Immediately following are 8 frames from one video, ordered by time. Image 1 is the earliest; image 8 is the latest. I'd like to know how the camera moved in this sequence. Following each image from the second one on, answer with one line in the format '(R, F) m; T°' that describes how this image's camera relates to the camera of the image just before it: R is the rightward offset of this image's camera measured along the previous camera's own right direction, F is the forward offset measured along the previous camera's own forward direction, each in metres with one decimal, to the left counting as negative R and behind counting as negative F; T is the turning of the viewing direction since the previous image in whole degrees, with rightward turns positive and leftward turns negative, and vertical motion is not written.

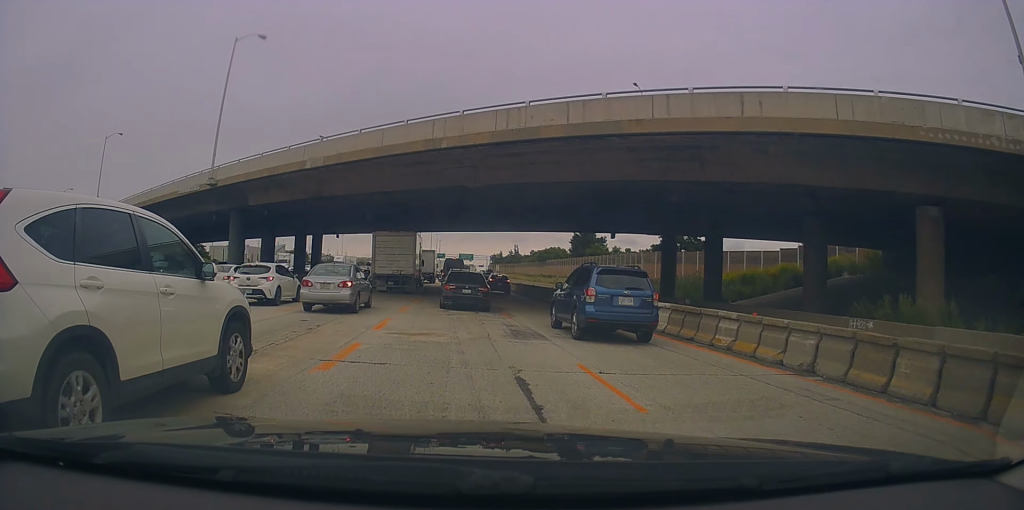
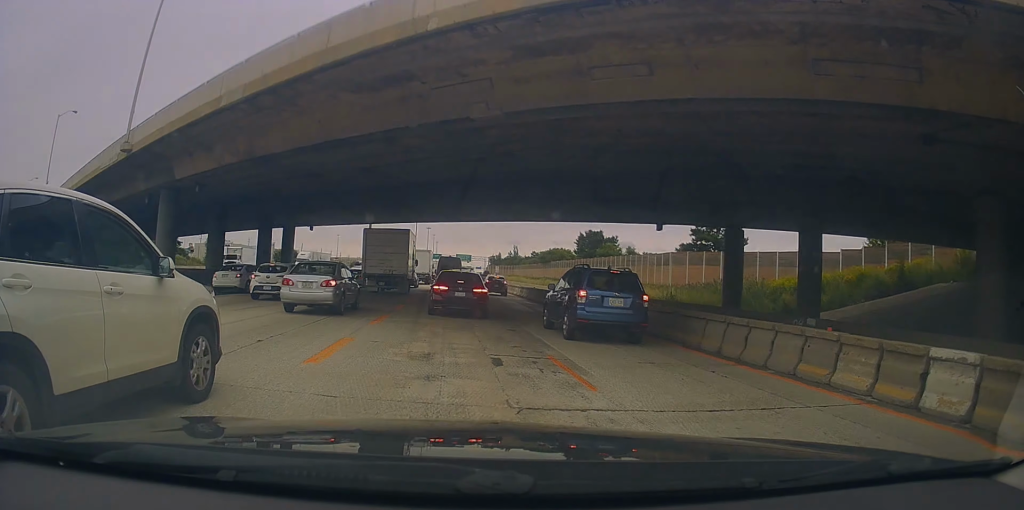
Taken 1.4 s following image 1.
(-0.2, +11.1) m; 0°
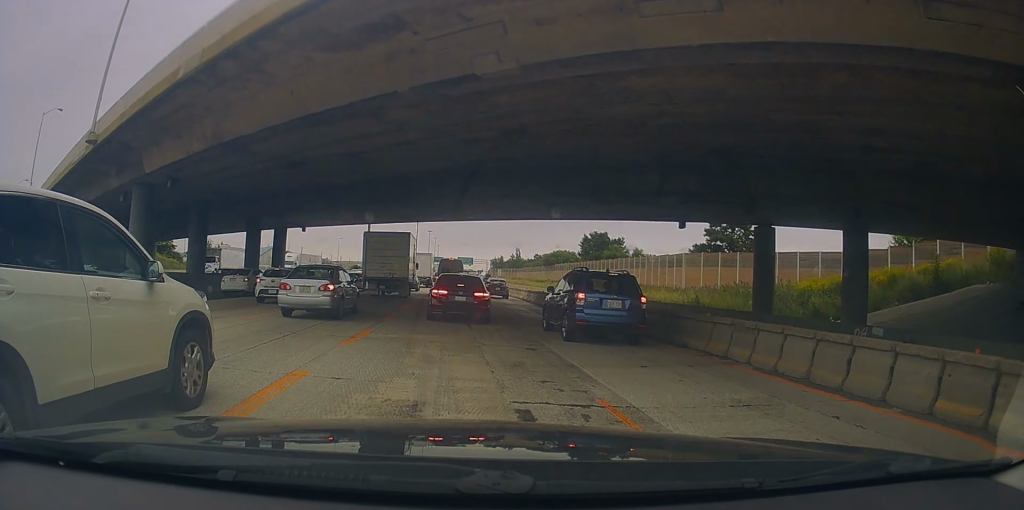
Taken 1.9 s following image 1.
(+0.1, +3.3) m; 0°
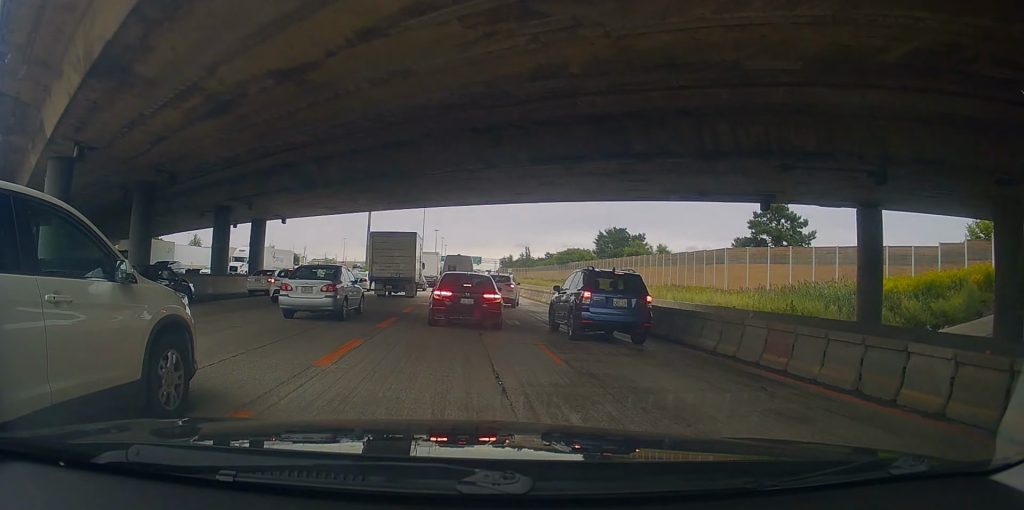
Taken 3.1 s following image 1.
(0.0, +8.0) m; -2°
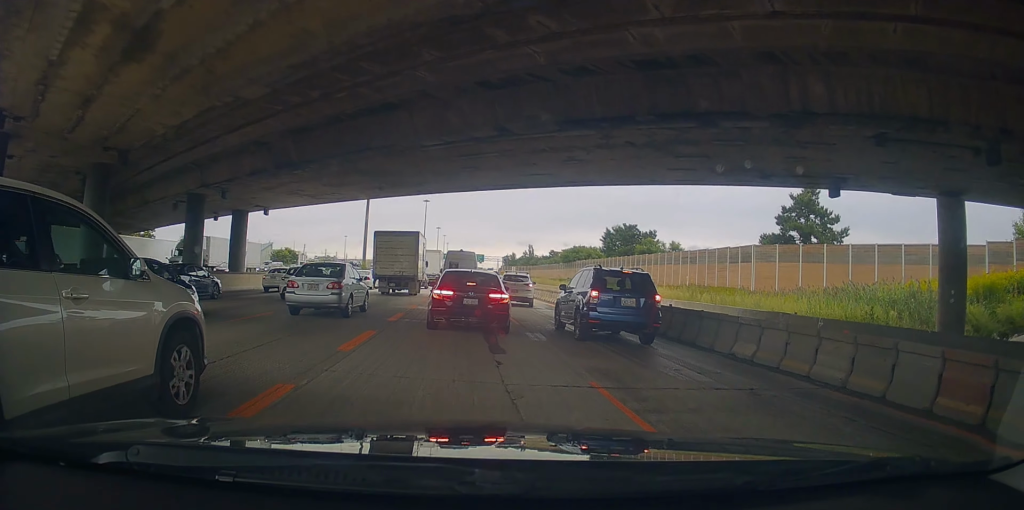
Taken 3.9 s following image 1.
(-0.1, +4.7) m; 0°
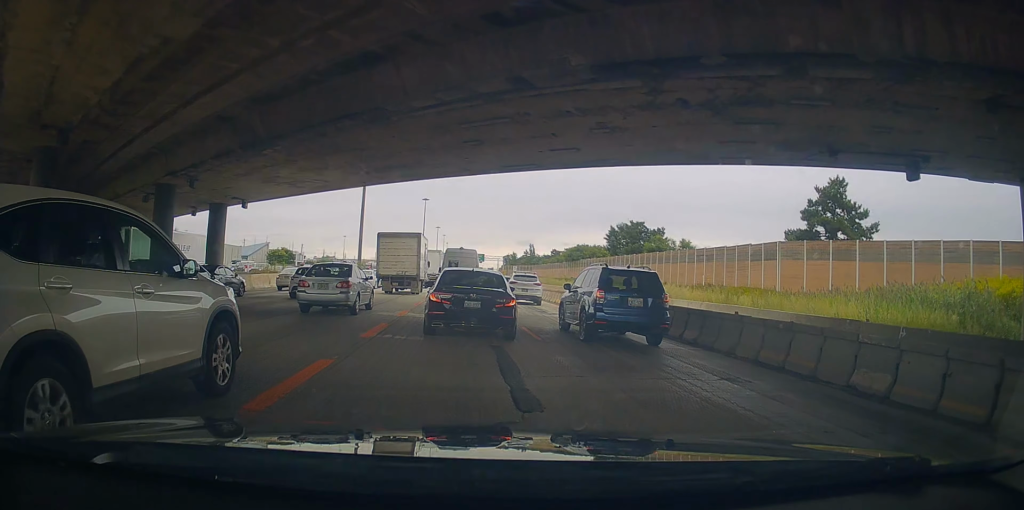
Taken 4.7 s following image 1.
(0.0, +4.1) m; +2°
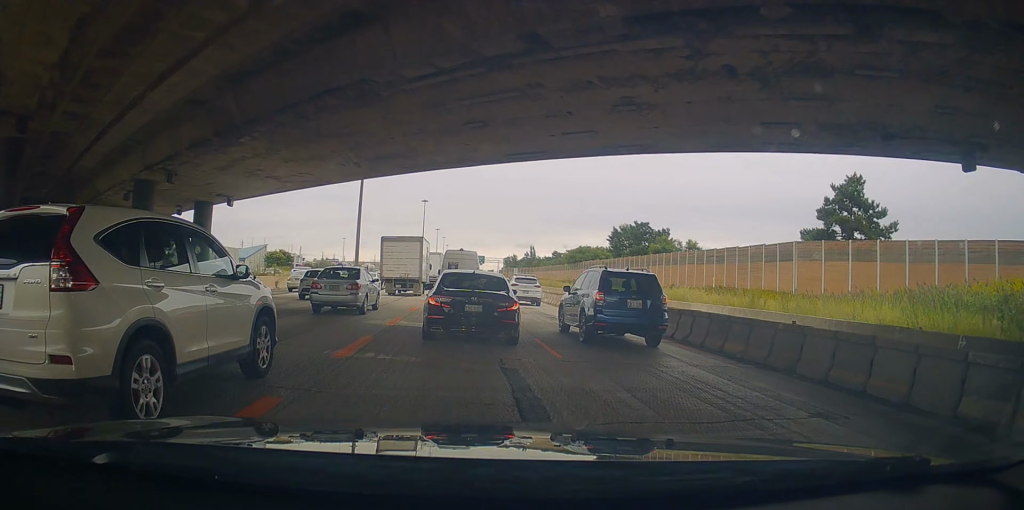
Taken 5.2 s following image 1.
(+0.1, +2.5) m; +2°
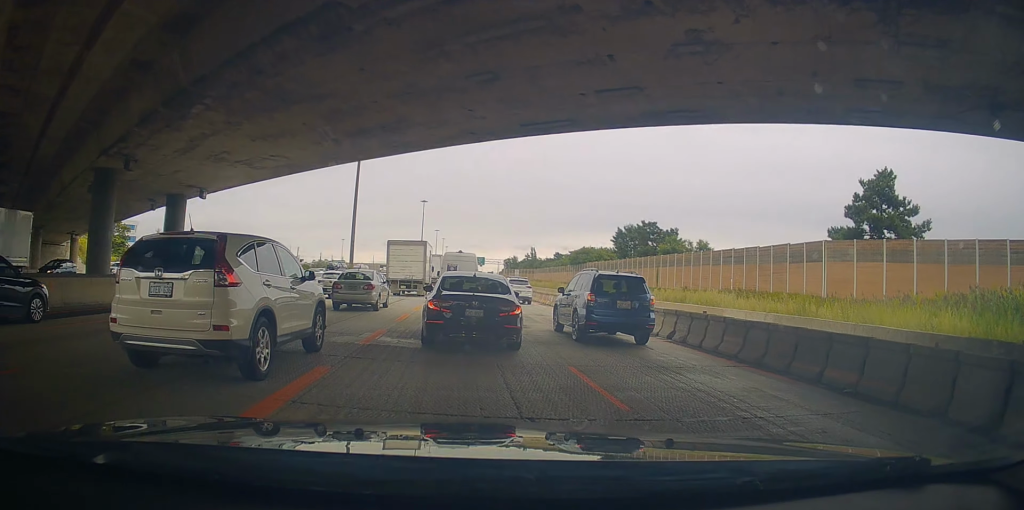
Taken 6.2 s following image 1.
(+0.1, +4.2) m; 0°
